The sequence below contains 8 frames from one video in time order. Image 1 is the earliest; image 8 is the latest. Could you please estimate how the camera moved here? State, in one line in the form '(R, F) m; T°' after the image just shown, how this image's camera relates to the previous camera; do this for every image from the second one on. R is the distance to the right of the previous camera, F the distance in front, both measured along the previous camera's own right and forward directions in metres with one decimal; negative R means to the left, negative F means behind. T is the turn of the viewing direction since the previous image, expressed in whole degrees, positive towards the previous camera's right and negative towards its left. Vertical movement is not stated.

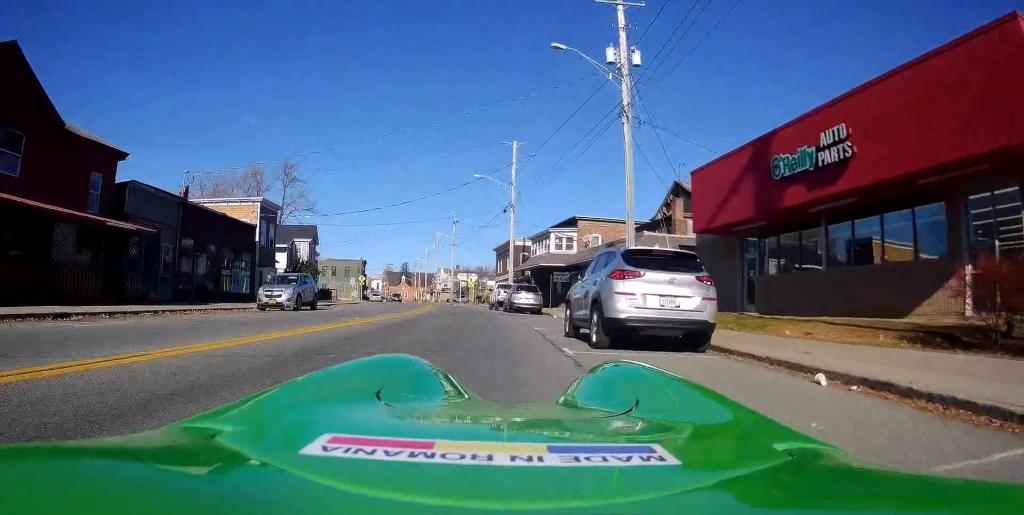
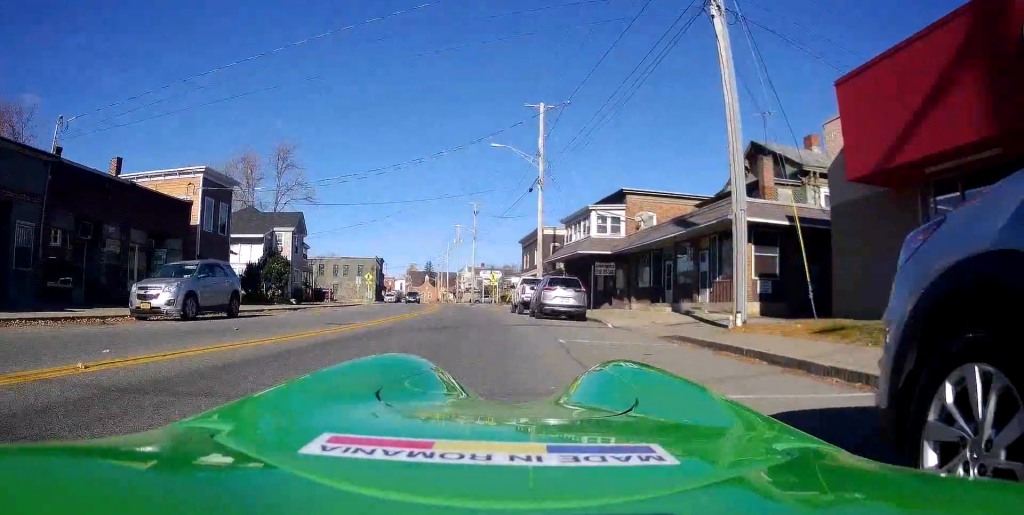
(-0.6, +10.6) m; -6°
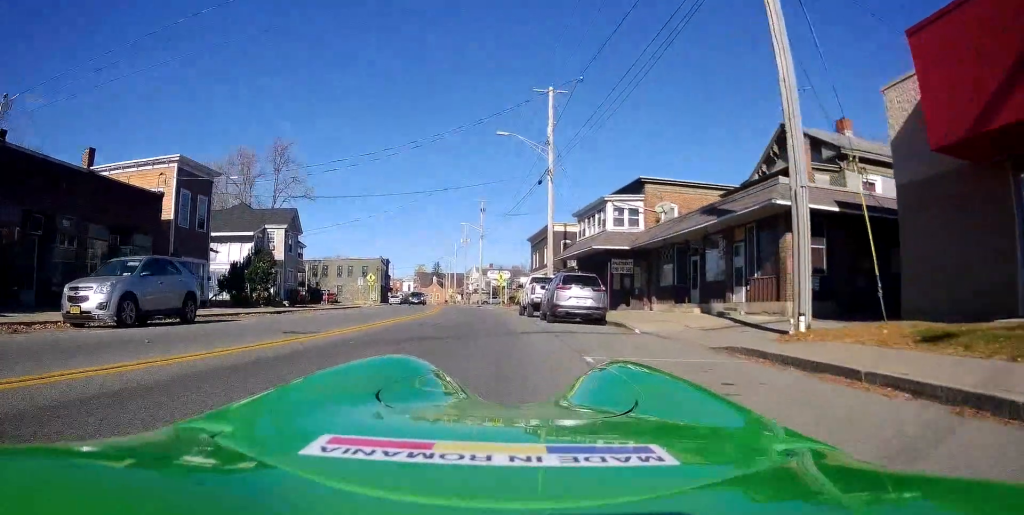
(0.0, +3.0) m; +1°
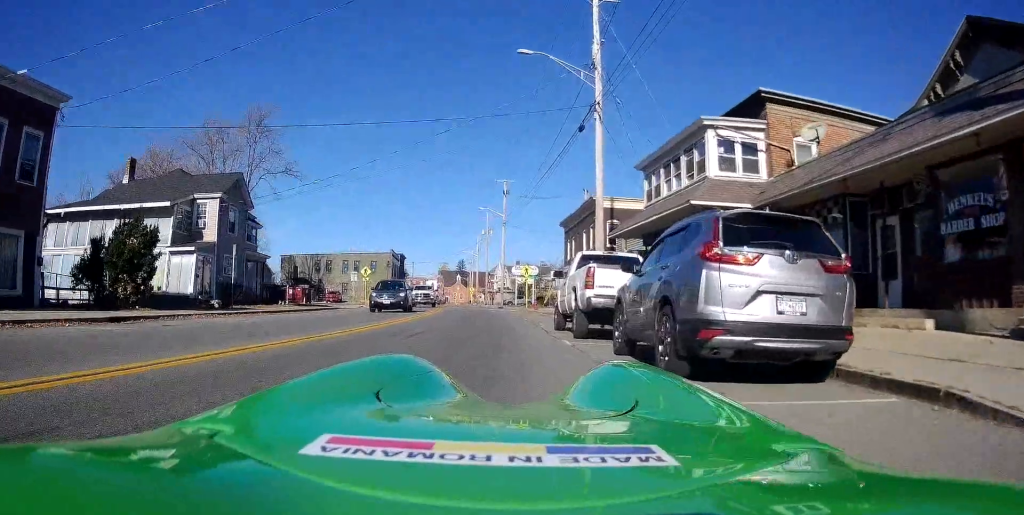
(+0.5, +13.1) m; -1°
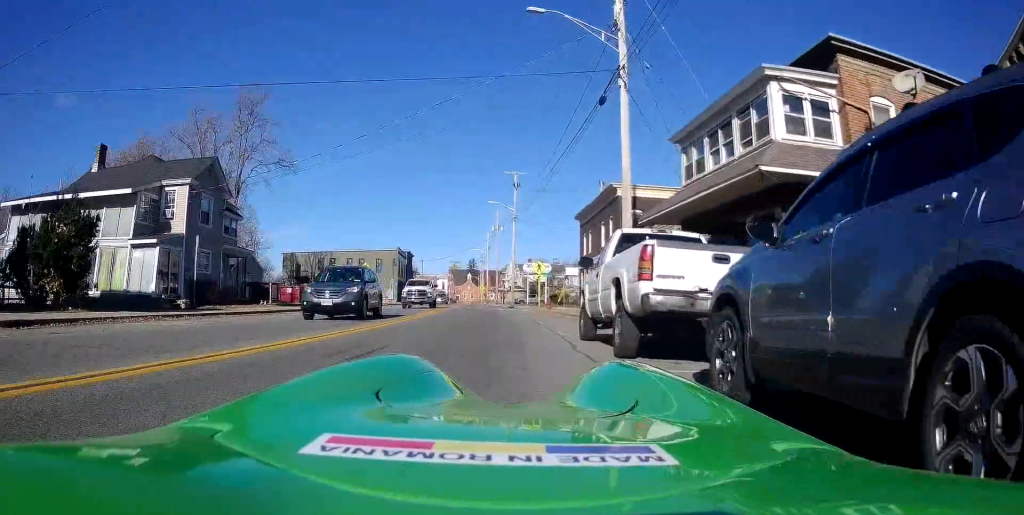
(-0.1, +4.0) m; -5°
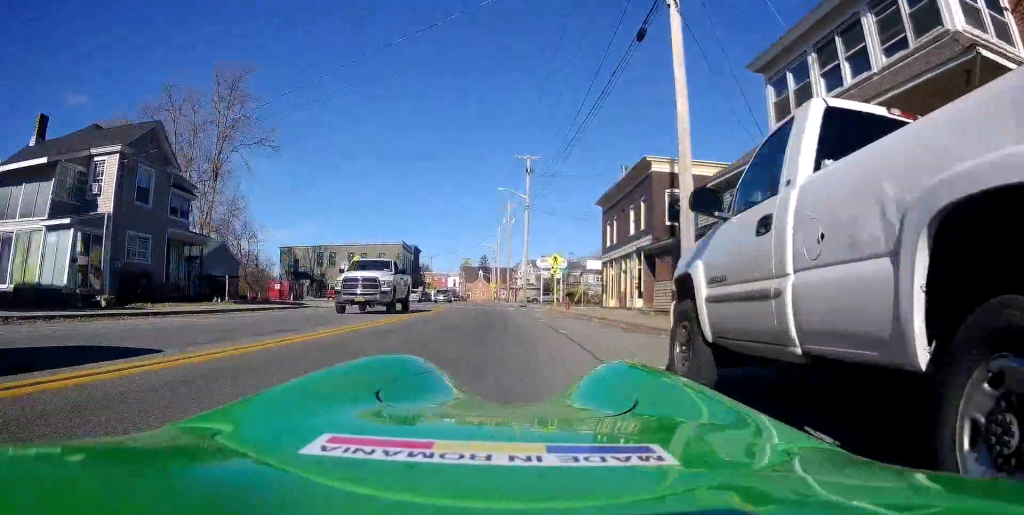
(-0.4, +6.0) m; -6°
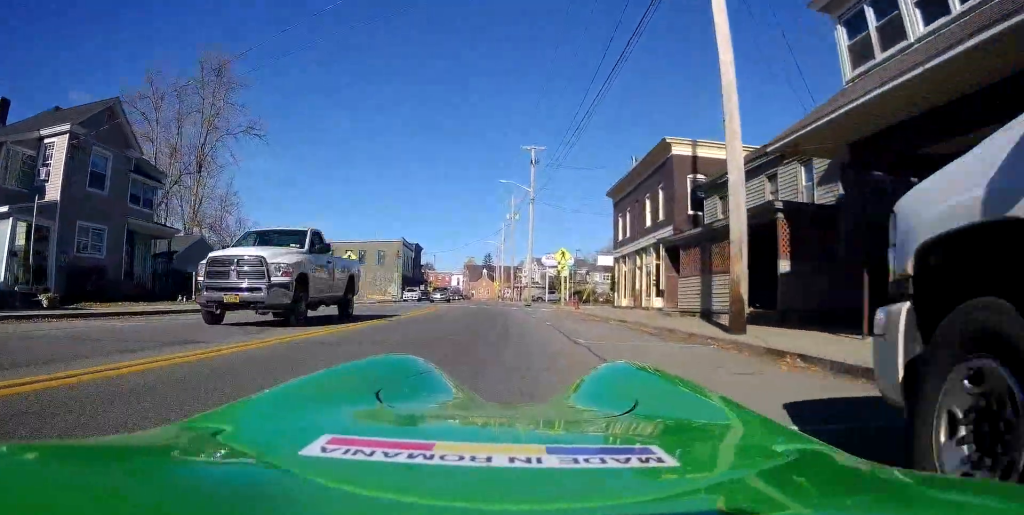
(-0.1, +3.3) m; +2°
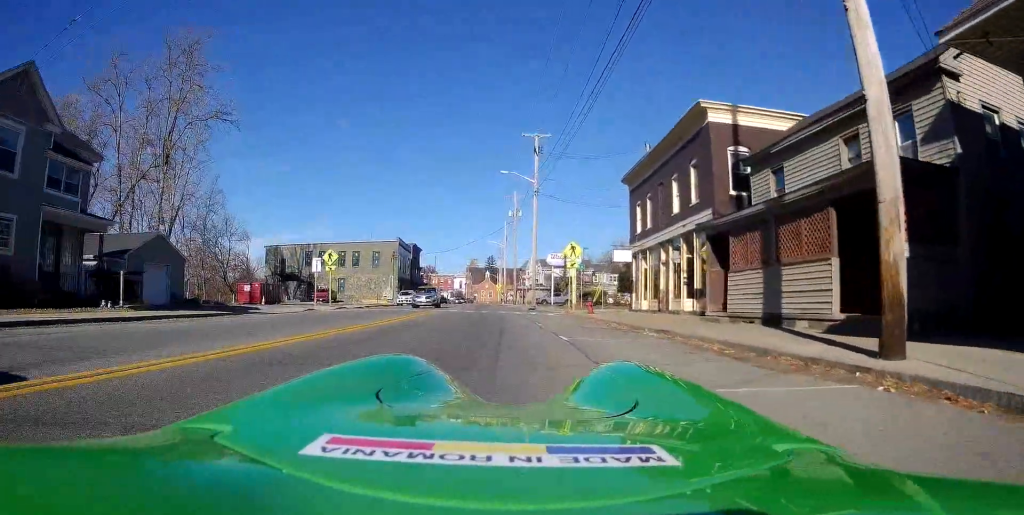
(0.0, +5.2) m; +3°
